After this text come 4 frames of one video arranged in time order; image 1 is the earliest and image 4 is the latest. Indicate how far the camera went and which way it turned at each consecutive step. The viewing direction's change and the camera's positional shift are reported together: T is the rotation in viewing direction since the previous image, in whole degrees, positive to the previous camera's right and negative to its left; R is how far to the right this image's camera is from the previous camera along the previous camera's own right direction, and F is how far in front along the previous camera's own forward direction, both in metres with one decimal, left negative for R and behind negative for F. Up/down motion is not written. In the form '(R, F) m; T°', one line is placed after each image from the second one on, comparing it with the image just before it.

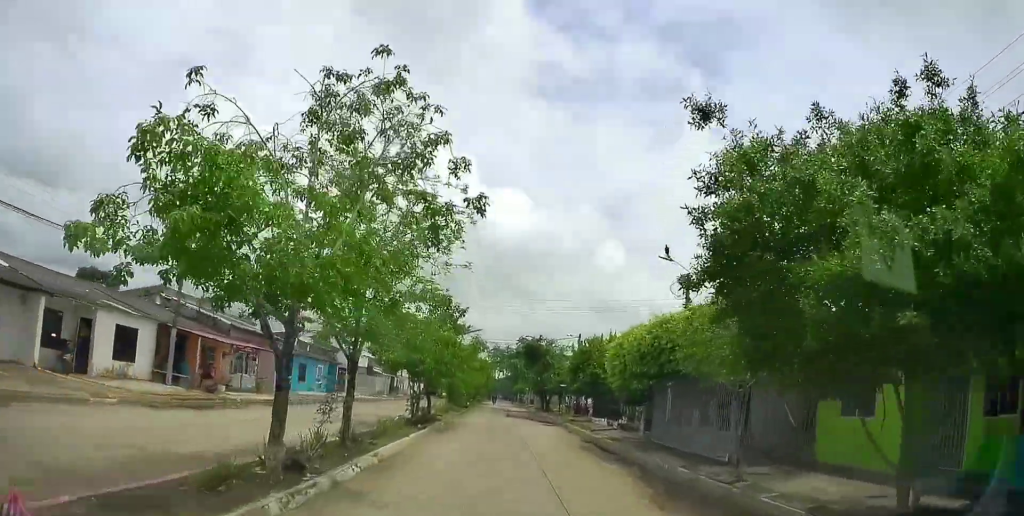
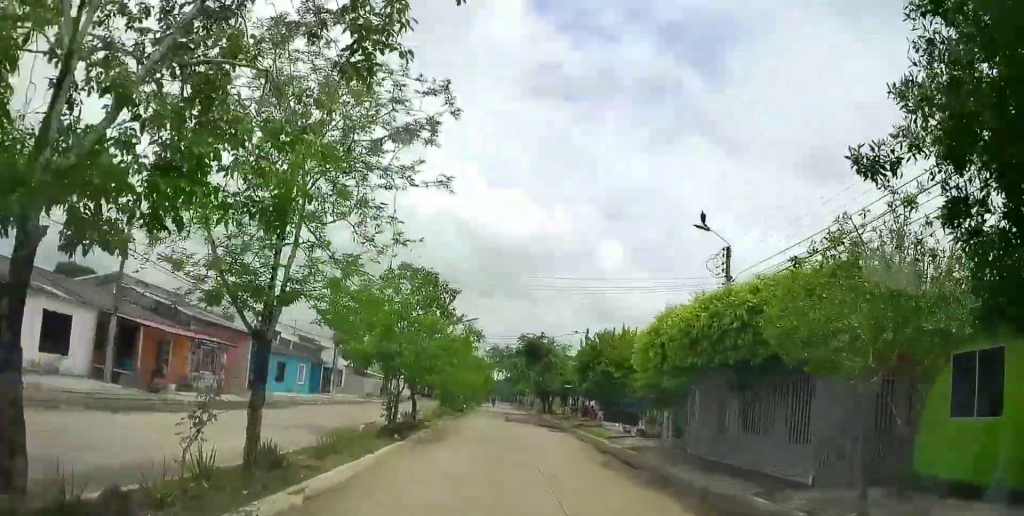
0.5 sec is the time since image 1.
(-0.2, +4.2) m; 0°
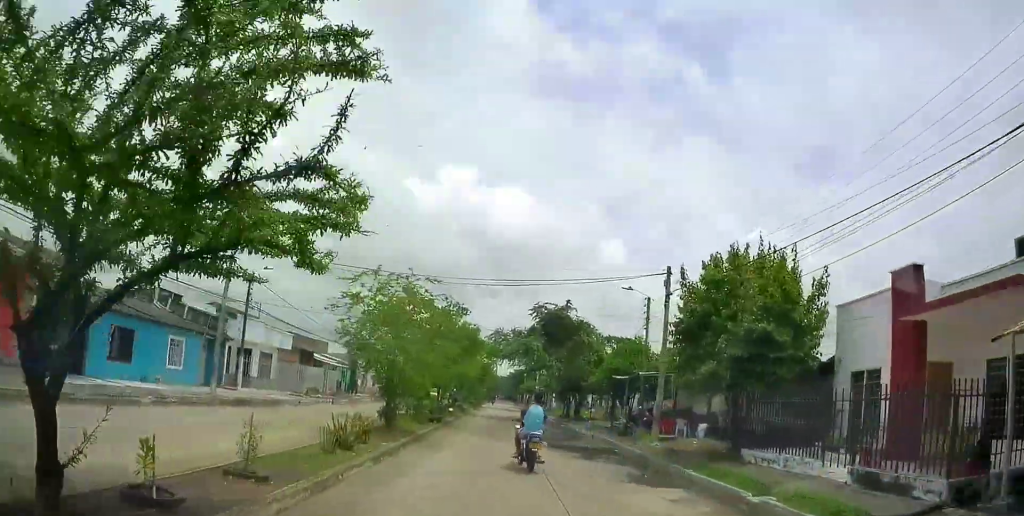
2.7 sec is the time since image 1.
(+0.6, +17.5) m; +3°
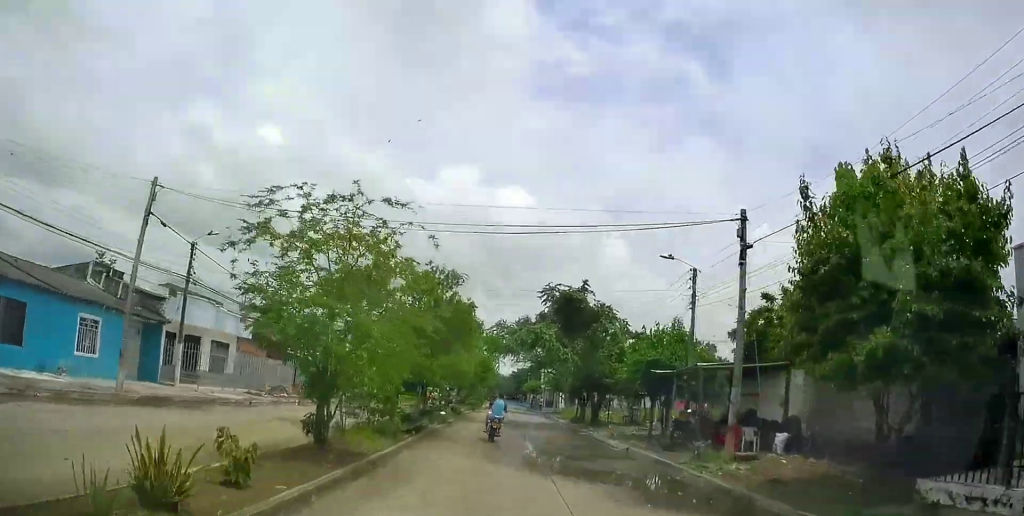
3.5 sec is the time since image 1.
(0.0, +6.2) m; +2°
